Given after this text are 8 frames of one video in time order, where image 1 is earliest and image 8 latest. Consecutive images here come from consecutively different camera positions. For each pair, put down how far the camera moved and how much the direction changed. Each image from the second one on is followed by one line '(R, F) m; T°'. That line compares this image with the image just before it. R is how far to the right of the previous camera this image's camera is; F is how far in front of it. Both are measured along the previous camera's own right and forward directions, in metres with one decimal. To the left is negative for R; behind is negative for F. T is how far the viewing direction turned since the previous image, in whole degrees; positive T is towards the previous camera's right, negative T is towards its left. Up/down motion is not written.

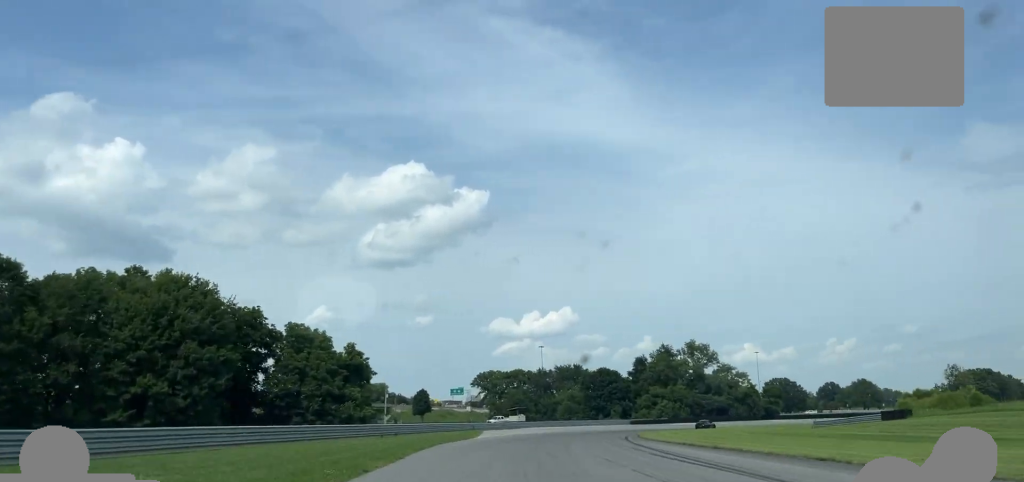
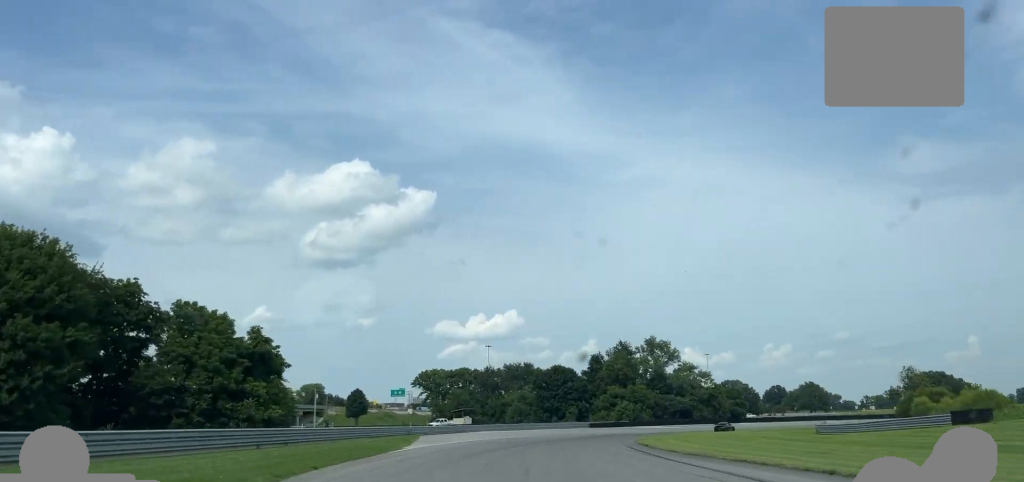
(+1.0, +18.9) m; +5°
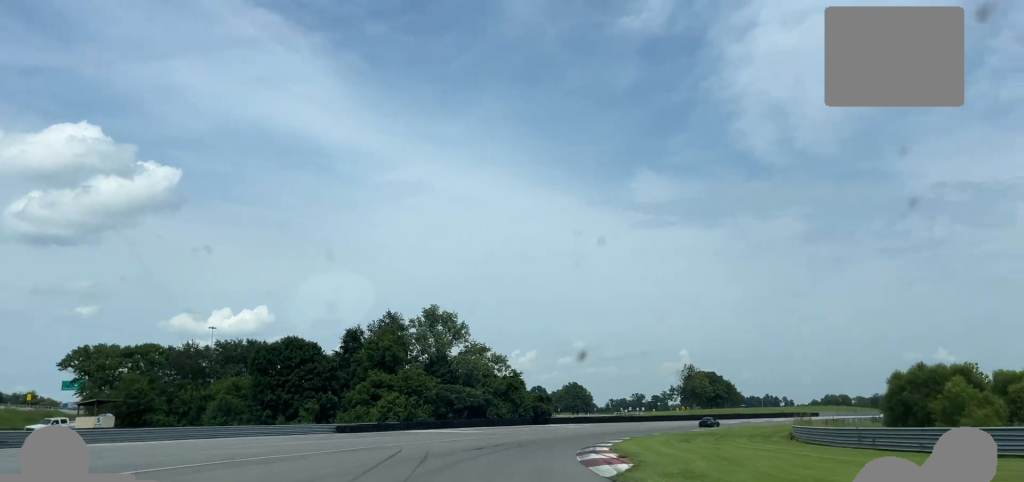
(+6.7, +56.2) m; +17°
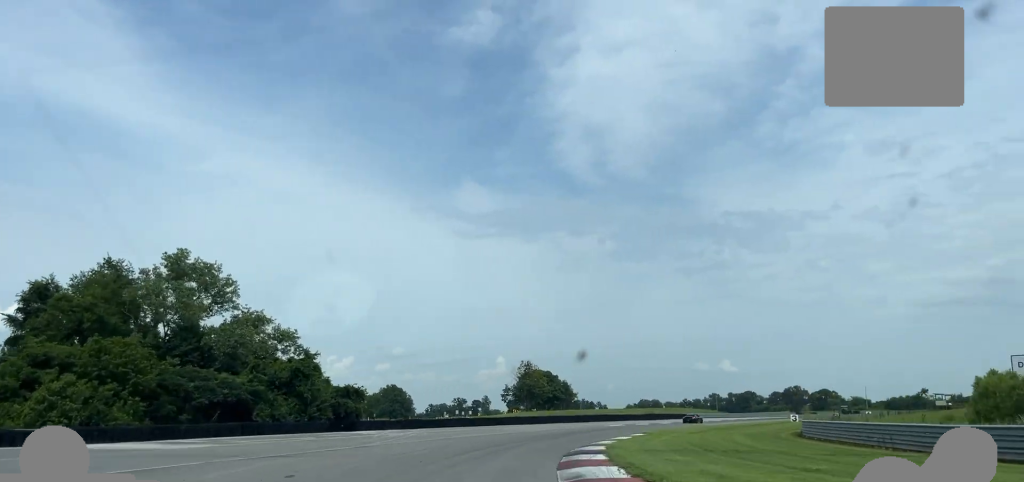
(+5.6, +41.2) m; +15°
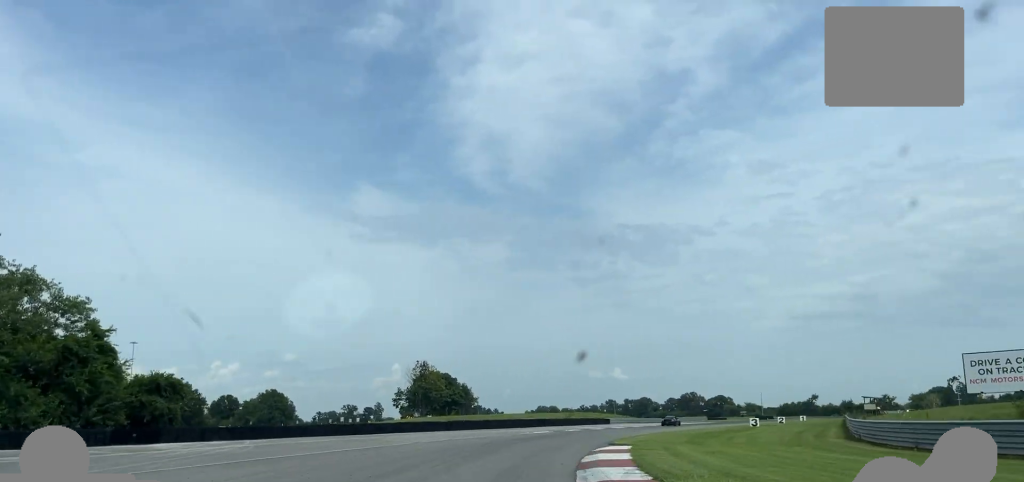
(+2.5, +23.2) m; +7°
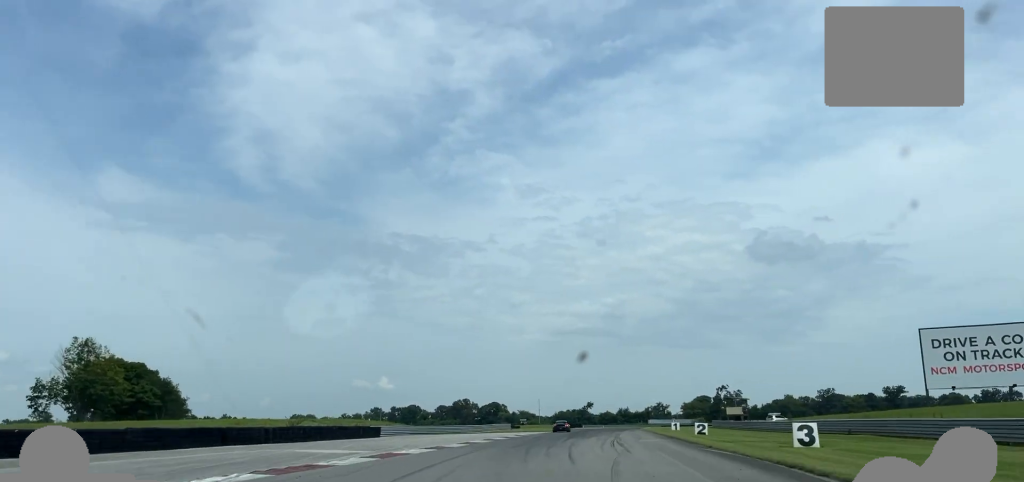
(+7.7, +54.3) m; +15°
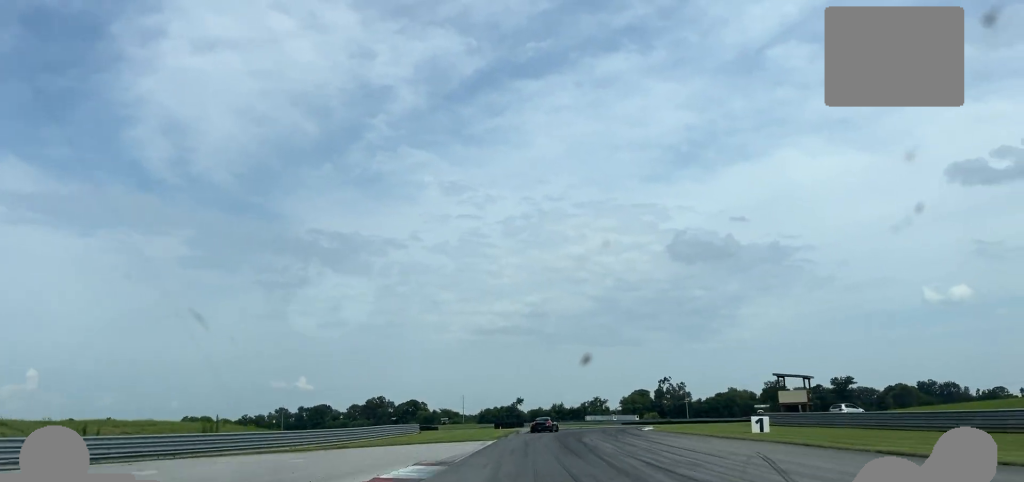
(+3.5, +44.5) m; +7°
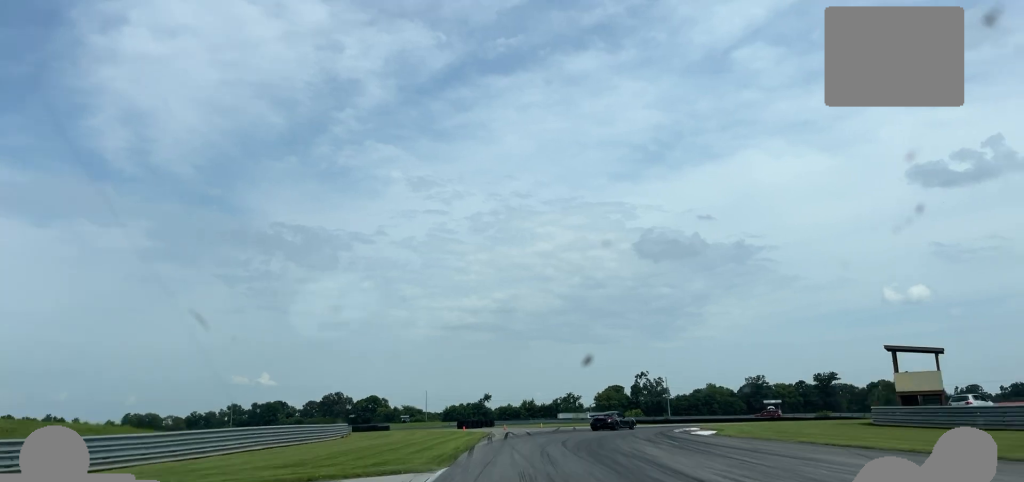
(+0.4, +23.4) m; +3°
